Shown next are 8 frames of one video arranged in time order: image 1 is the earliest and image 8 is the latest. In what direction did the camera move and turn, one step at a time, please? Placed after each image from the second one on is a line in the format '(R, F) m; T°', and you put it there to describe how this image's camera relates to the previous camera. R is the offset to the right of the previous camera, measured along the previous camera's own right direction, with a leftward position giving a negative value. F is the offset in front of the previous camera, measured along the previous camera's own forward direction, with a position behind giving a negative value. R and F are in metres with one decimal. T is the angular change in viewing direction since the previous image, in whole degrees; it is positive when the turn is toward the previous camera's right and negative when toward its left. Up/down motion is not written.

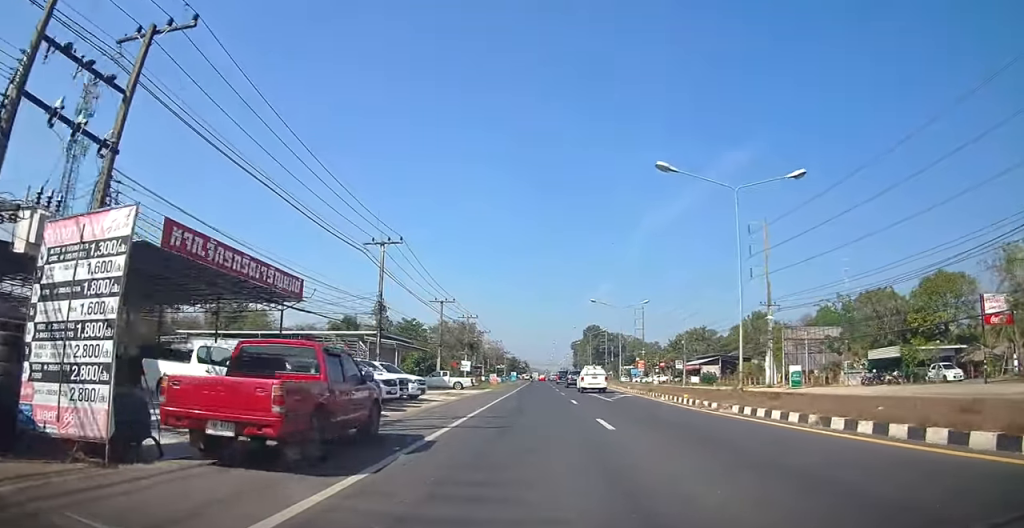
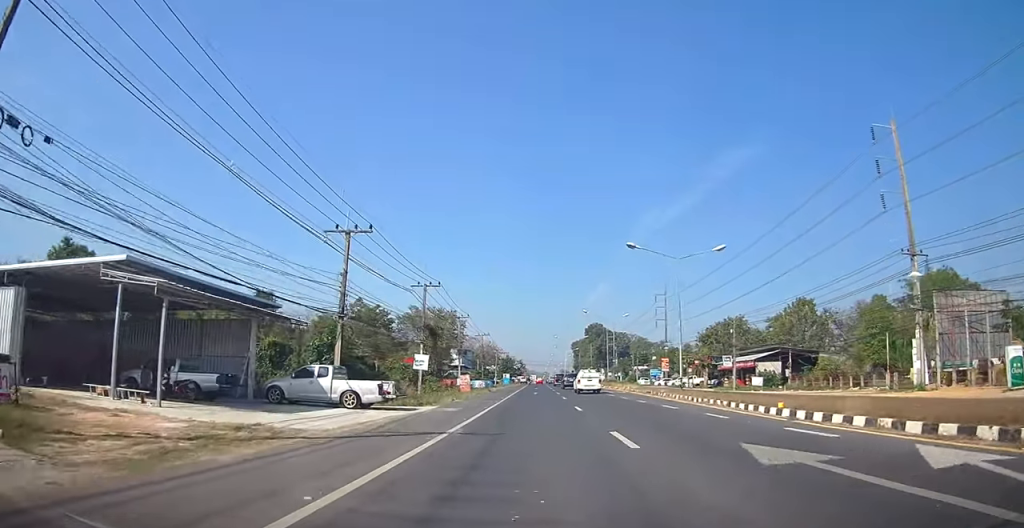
(0.0, +26.6) m; 0°
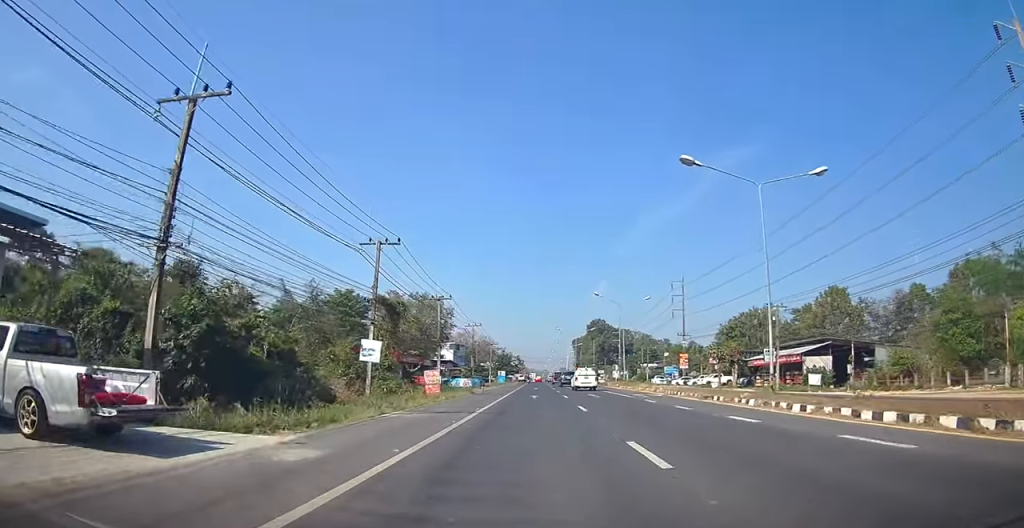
(+0.2, +14.0) m; +1°
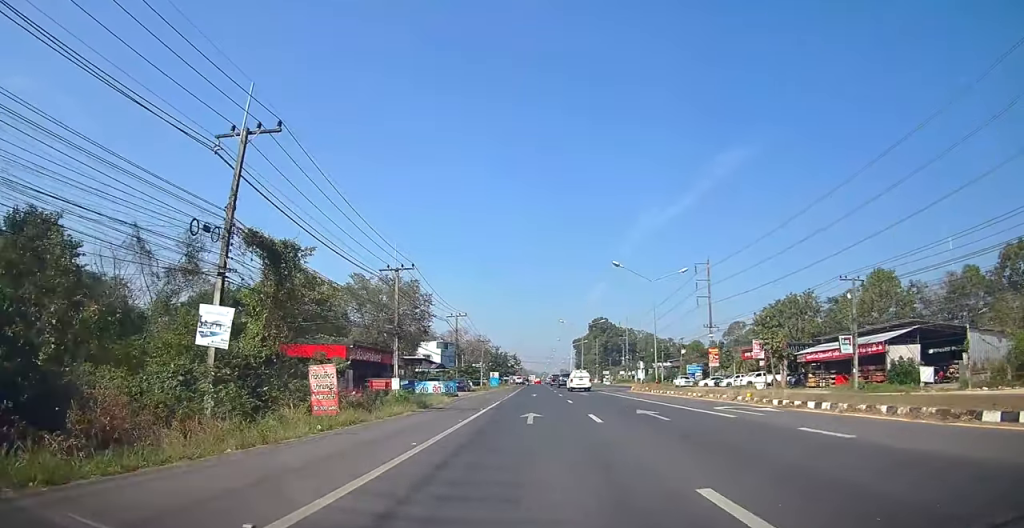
(+0.2, +16.4) m; +1°
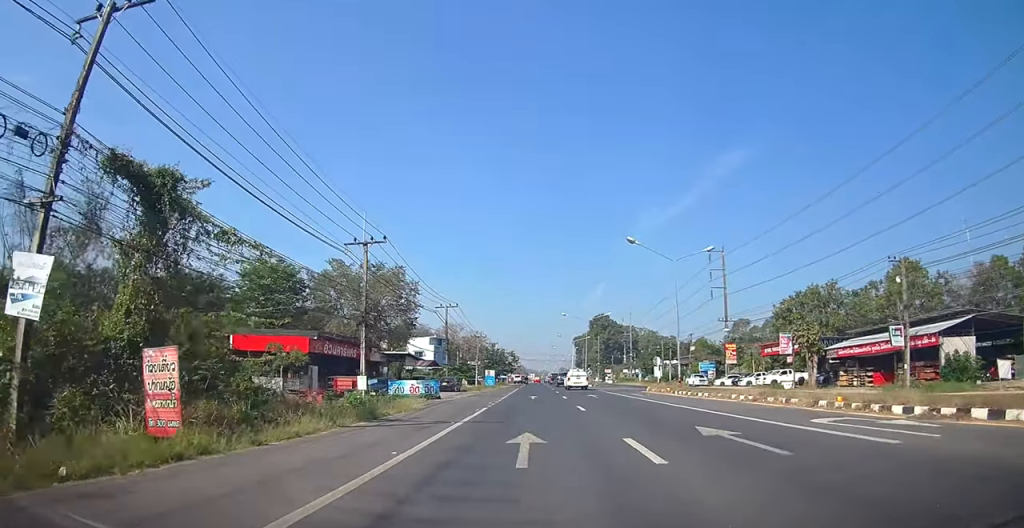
(0.0, +7.6) m; 0°
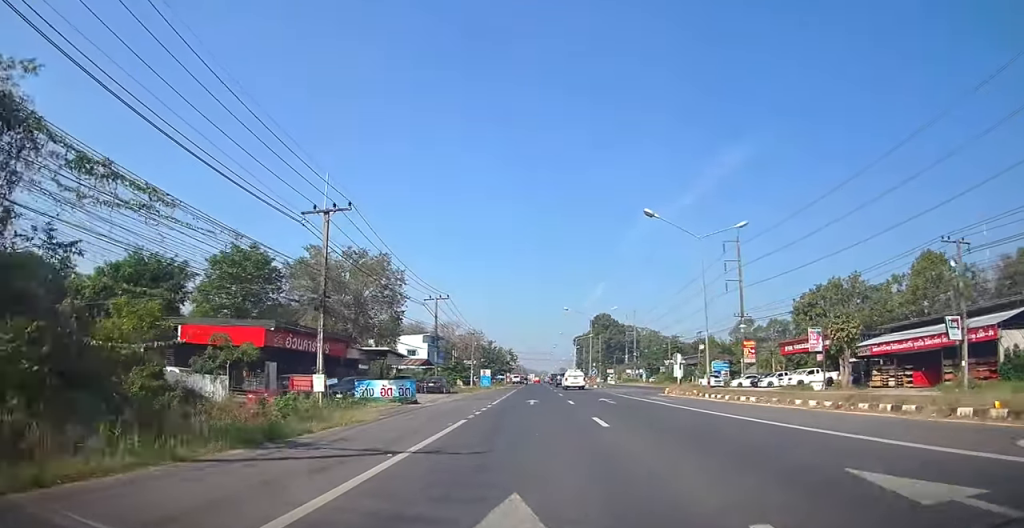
(0.0, +6.4) m; 0°
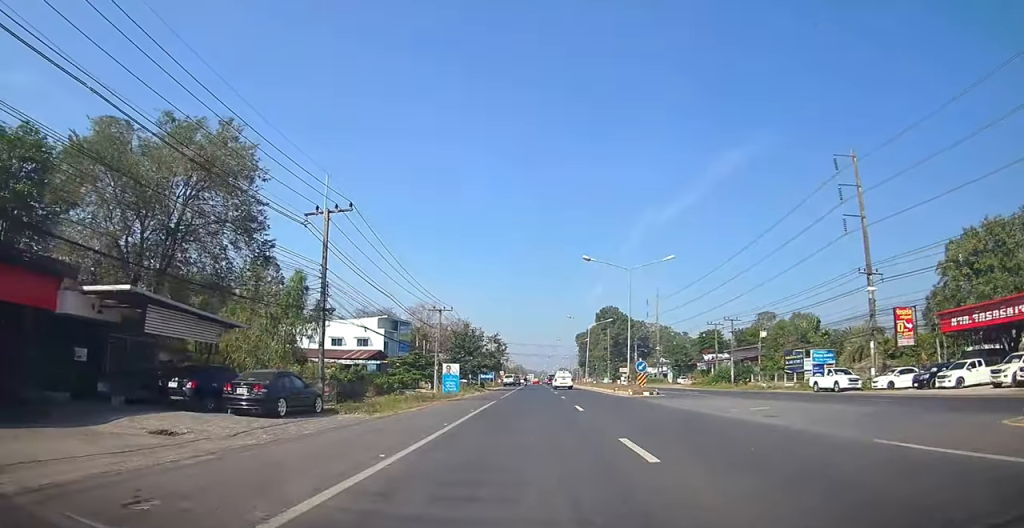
(+0.1, +30.0) m; 0°
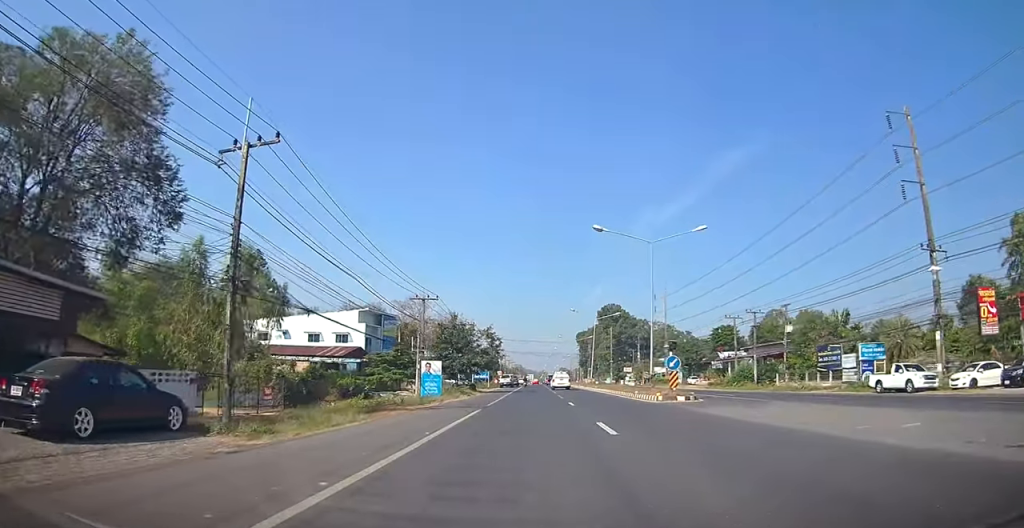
(+0.1, +8.3) m; 0°
